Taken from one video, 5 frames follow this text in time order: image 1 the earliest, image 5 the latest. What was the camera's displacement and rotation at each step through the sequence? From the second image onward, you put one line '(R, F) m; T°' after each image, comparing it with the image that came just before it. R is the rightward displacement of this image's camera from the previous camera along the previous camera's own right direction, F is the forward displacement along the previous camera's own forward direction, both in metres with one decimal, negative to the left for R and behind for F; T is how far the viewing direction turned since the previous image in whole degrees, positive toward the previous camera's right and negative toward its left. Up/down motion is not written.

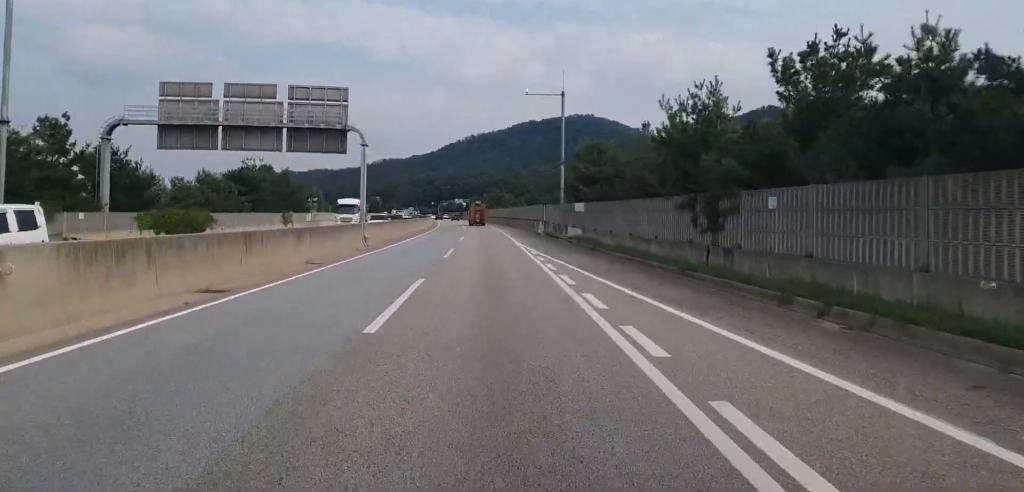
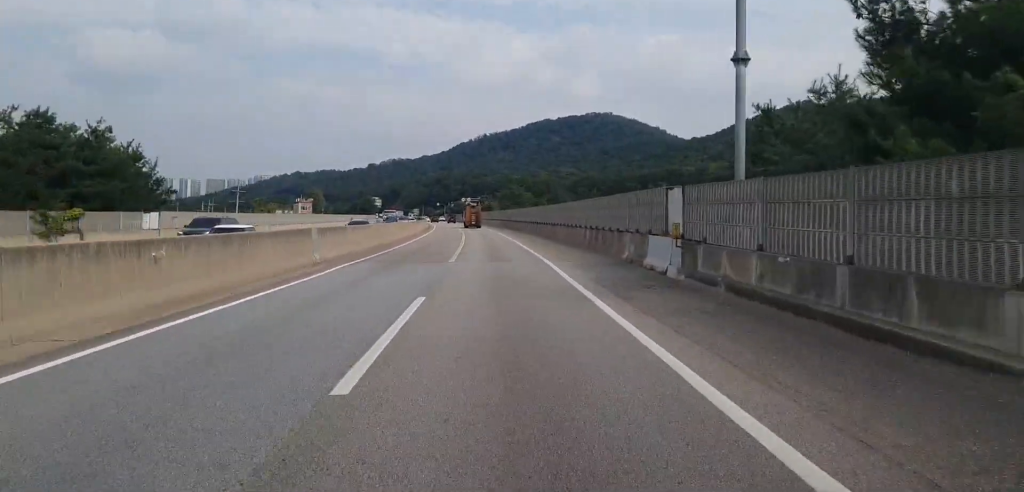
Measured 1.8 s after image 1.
(-1.1, +46.7) m; -2°
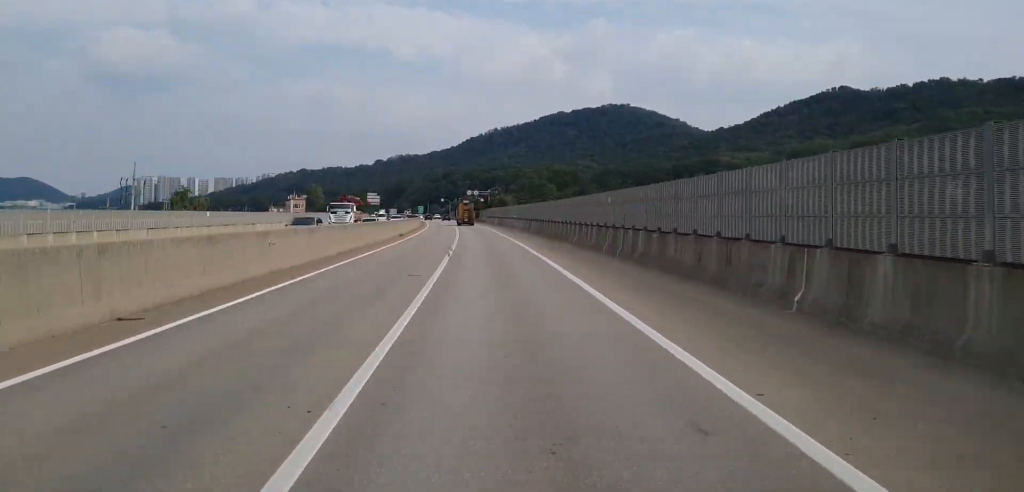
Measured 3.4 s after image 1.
(-0.2, +40.0) m; 0°
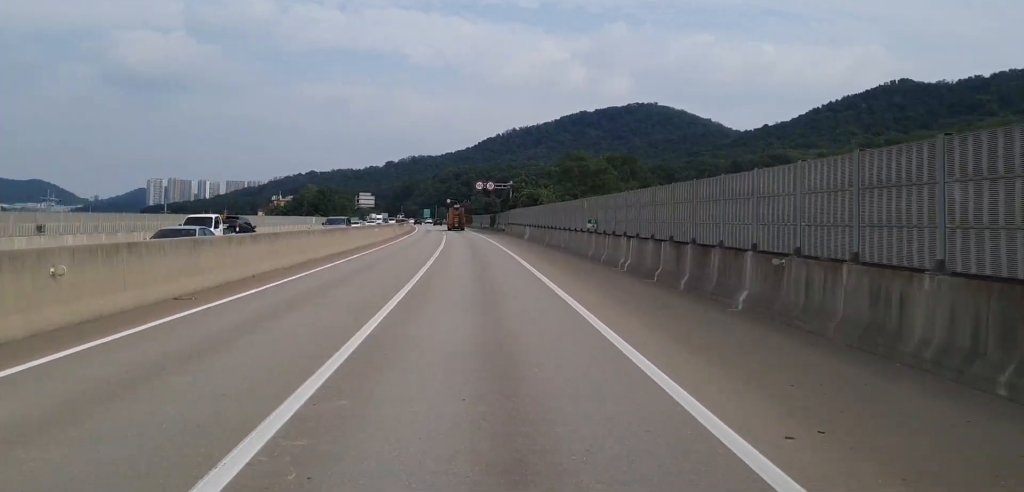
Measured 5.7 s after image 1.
(-0.3, +52.6) m; -1°
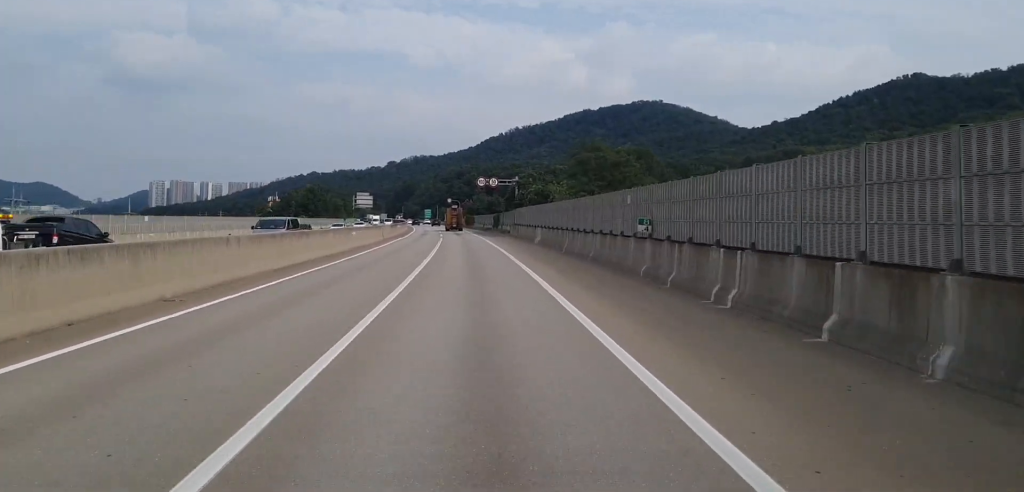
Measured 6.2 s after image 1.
(-0.2, +10.2) m; 0°
